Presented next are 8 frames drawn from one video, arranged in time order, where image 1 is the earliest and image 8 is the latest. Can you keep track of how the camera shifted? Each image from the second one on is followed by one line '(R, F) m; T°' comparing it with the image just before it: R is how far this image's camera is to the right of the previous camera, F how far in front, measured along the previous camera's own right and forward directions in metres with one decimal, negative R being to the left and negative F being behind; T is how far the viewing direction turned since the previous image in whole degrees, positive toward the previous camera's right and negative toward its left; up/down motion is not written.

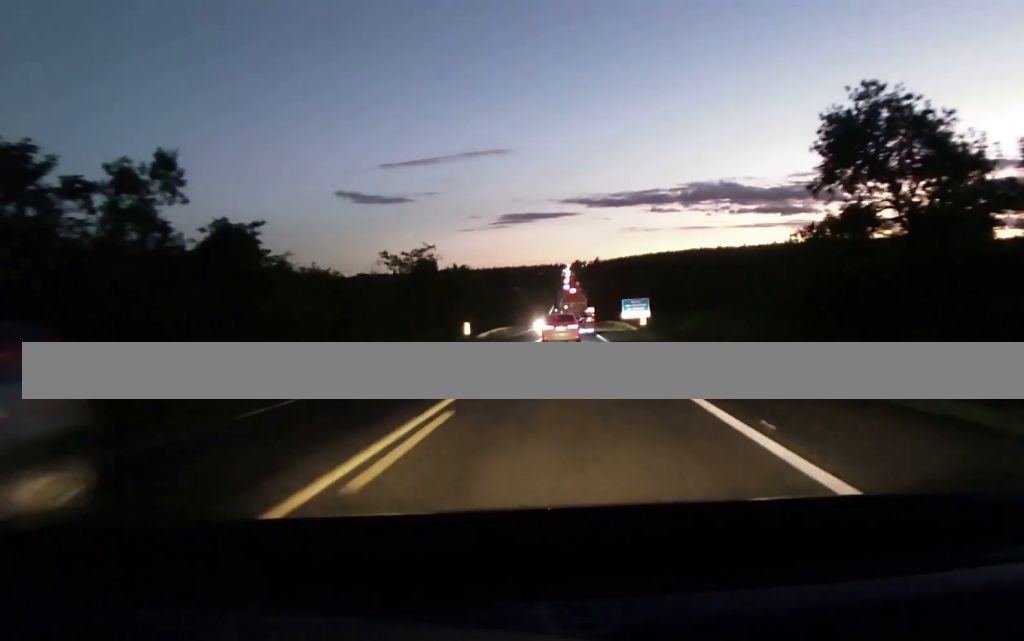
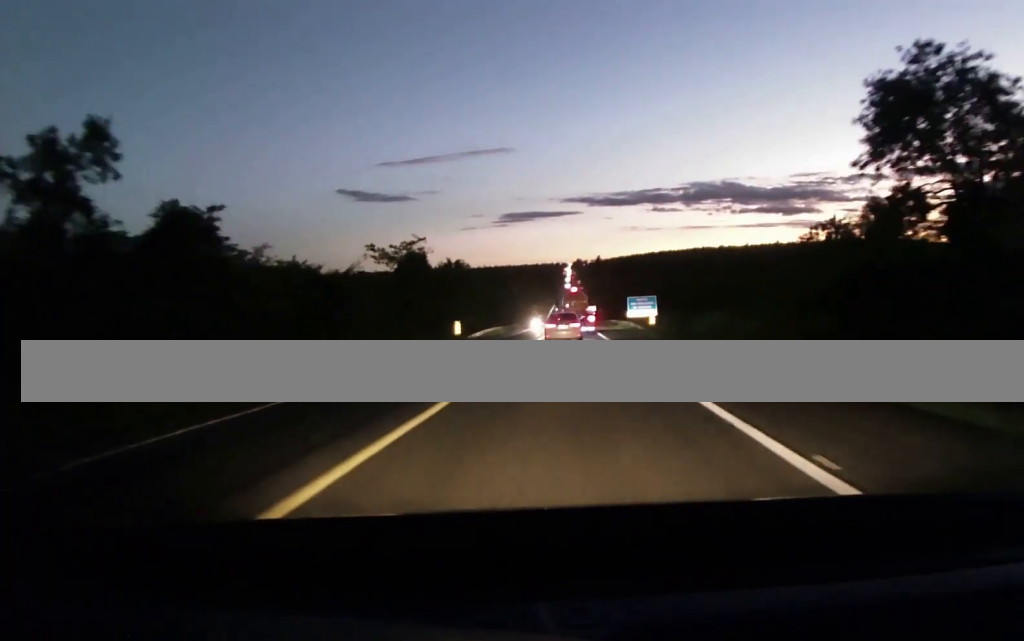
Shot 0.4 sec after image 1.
(-0.1, +6.5) m; 0°
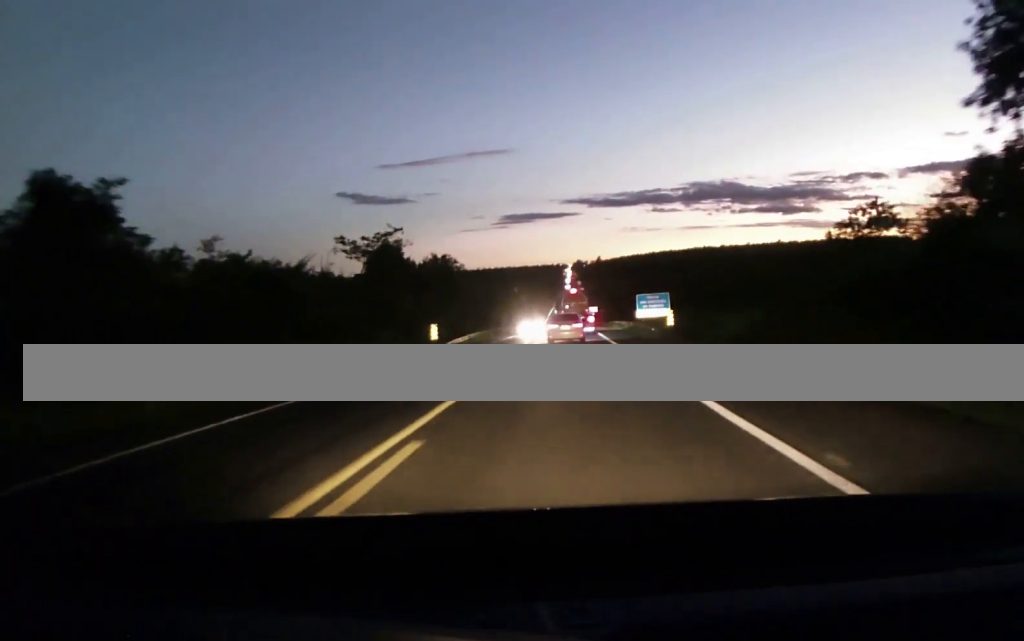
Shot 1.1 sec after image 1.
(0.0, +11.0) m; 0°
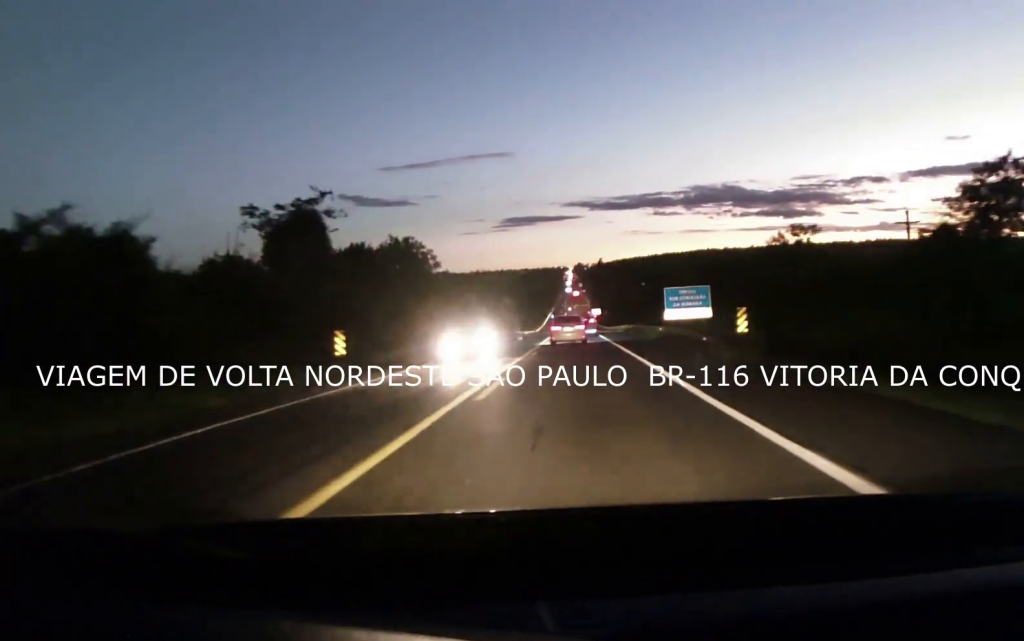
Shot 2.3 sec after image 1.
(0.0, +21.4) m; 0°
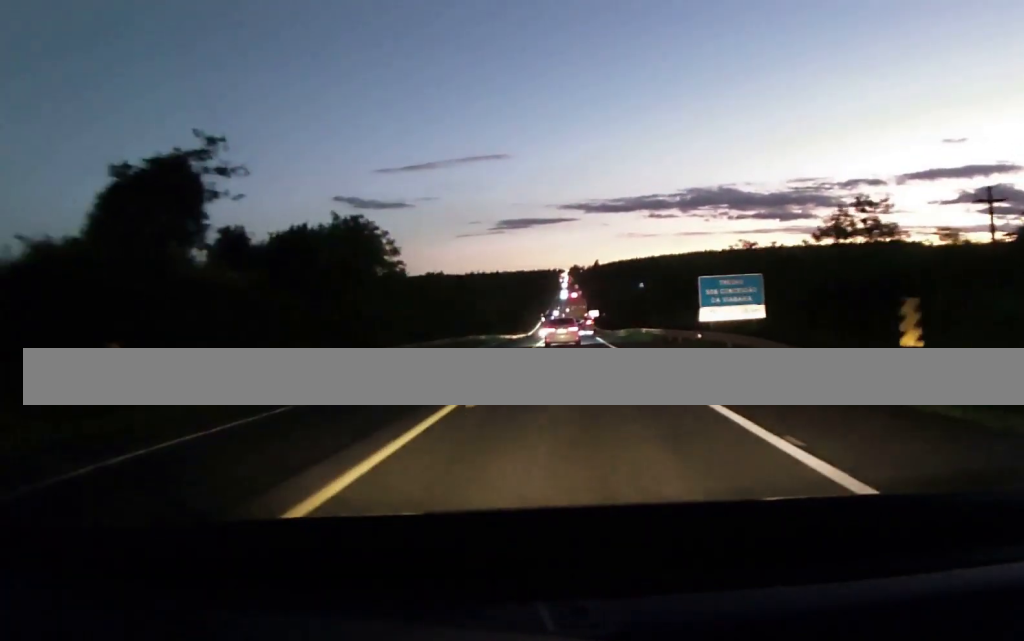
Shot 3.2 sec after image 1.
(0.0, +15.5) m; 0°
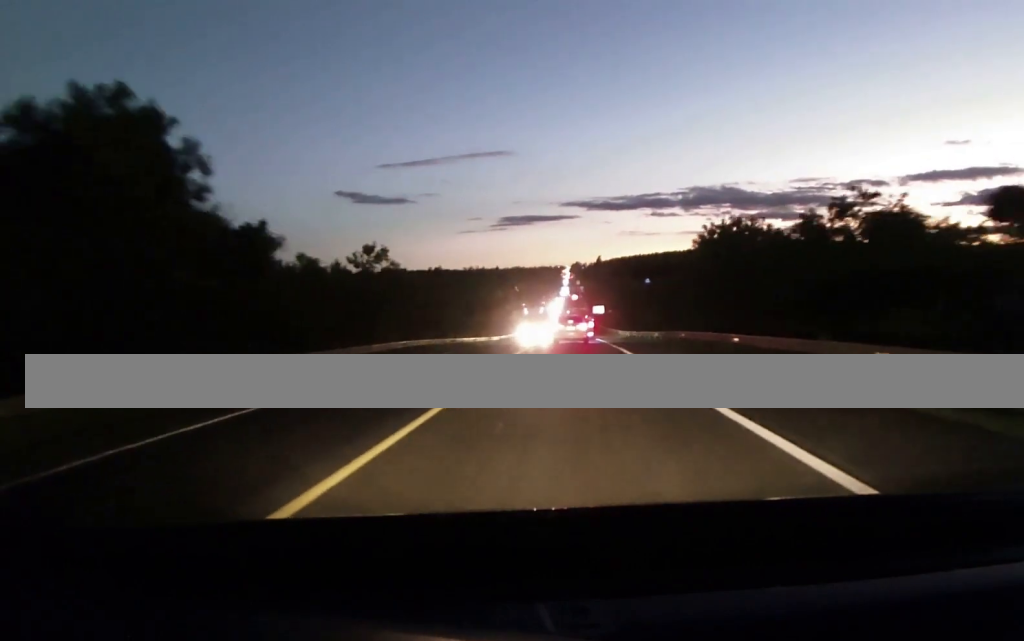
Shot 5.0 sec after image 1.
(0.0, +30.6) m; 0°
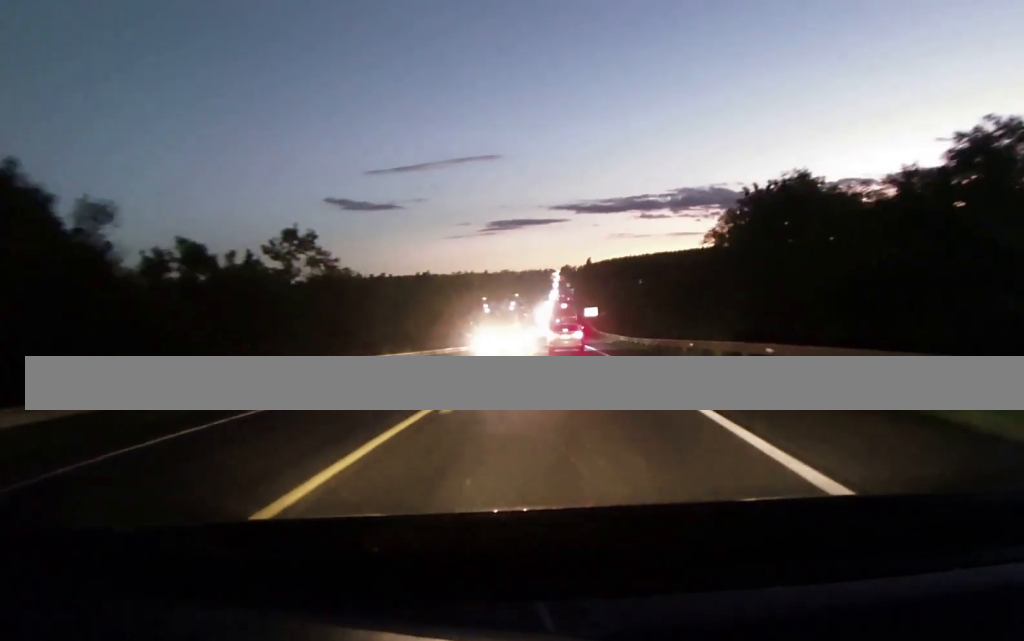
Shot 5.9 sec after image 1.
(-0.1, +17.3) m; +1°
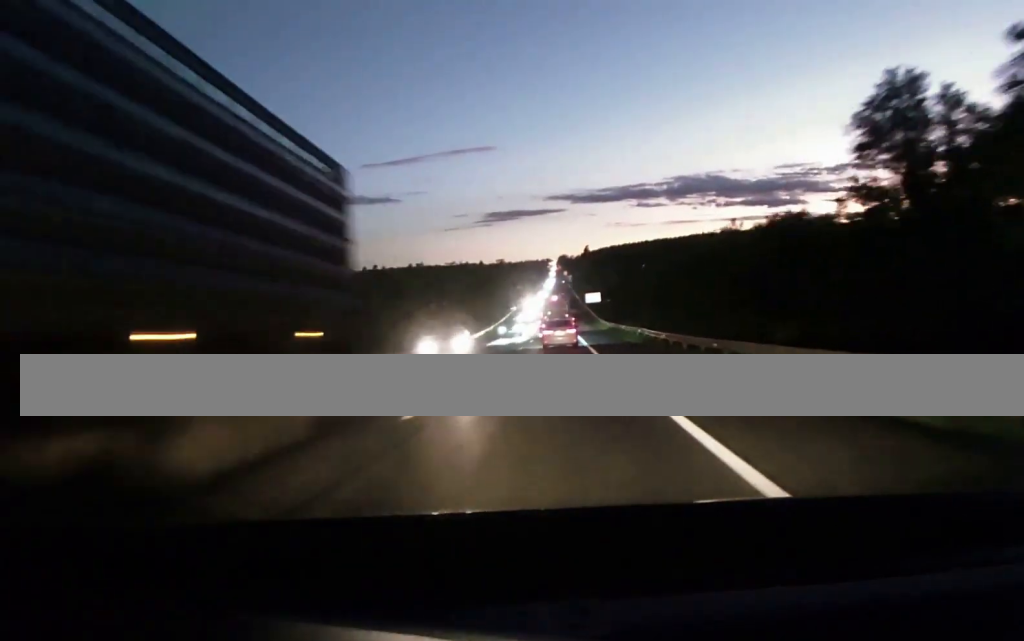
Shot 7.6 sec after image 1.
(+0.5, +30.9) m; -1°
